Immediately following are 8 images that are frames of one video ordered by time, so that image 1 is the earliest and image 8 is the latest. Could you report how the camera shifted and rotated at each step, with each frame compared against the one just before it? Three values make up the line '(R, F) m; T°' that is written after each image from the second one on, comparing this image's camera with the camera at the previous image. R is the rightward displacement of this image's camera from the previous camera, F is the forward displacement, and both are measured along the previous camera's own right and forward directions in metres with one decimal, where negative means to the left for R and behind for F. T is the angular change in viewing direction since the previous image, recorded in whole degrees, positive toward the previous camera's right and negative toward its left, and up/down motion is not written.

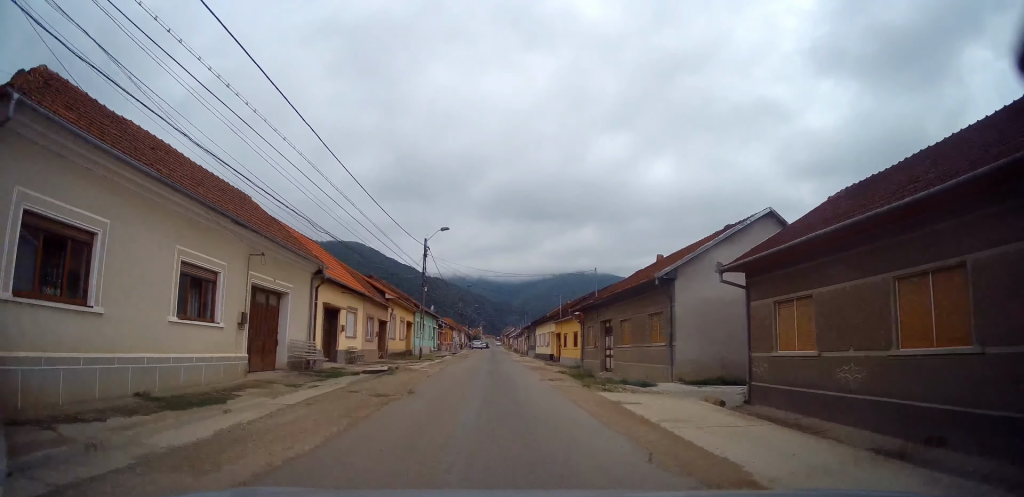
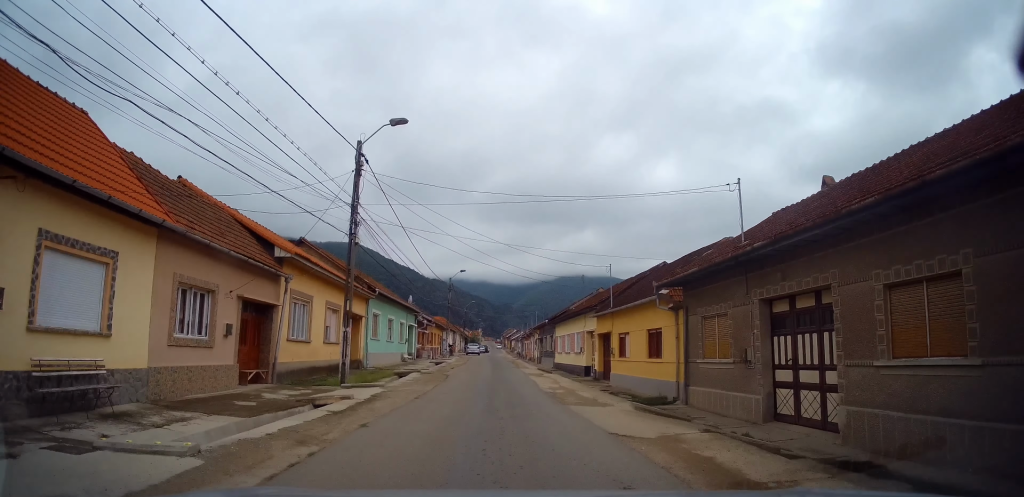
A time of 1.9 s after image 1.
(-0.3, +18.8) m; 0°
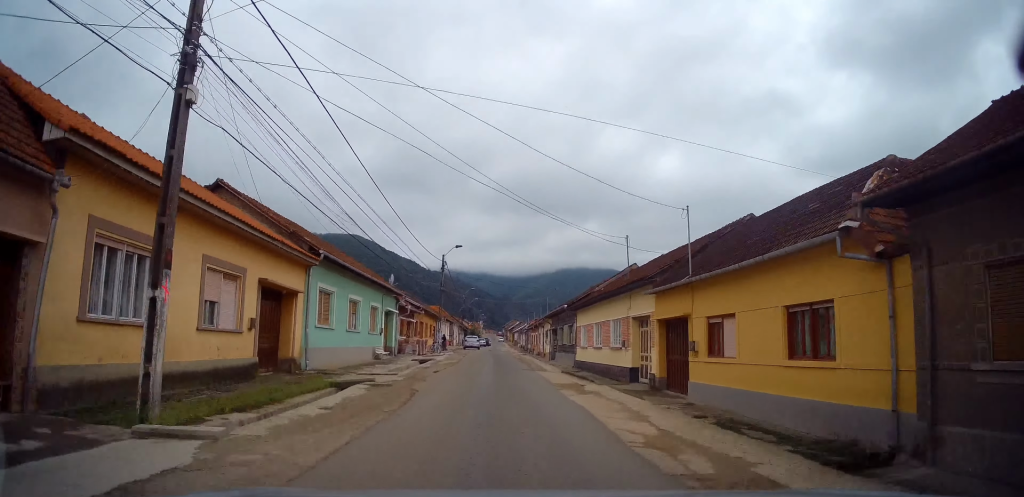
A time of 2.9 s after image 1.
(+0.1, +10.7) m; -1°
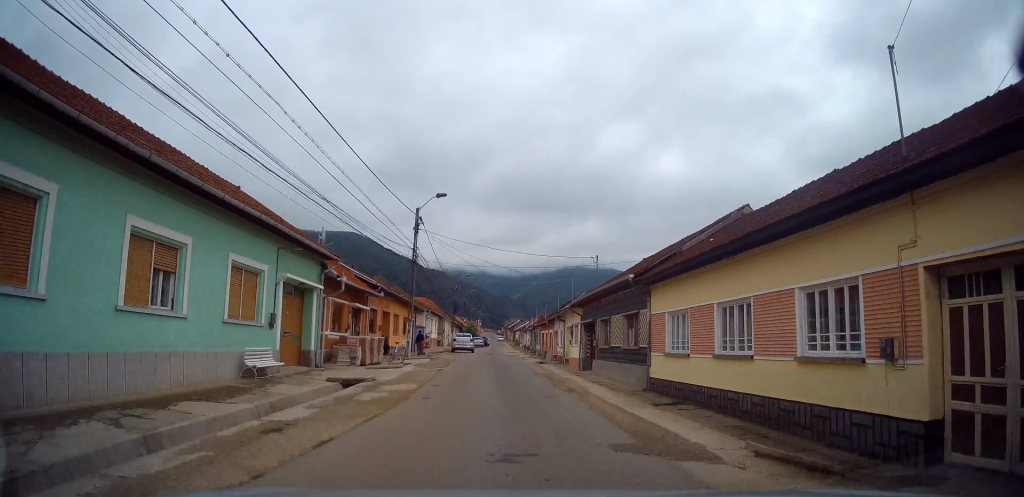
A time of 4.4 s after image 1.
(-0.4, +16.7) m; -1°
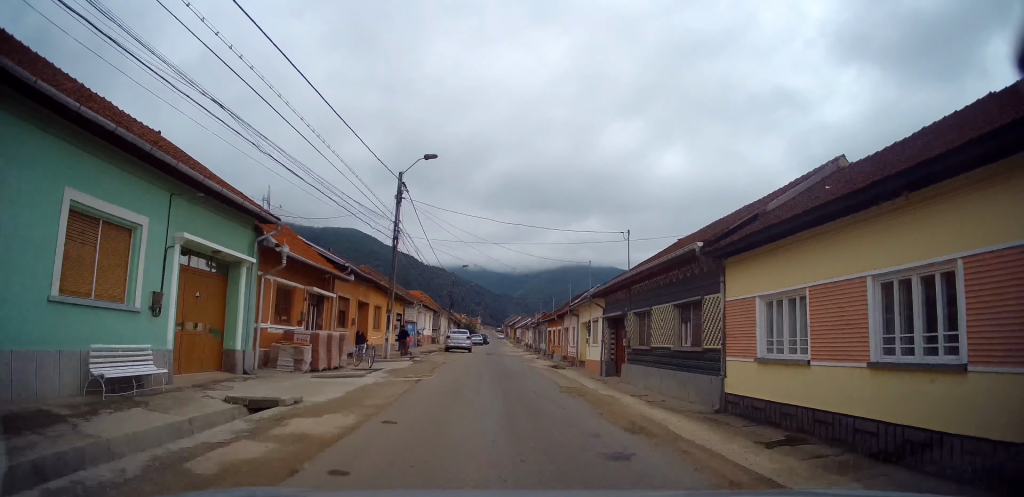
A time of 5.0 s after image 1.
(0.0, +6.2) m; +2°
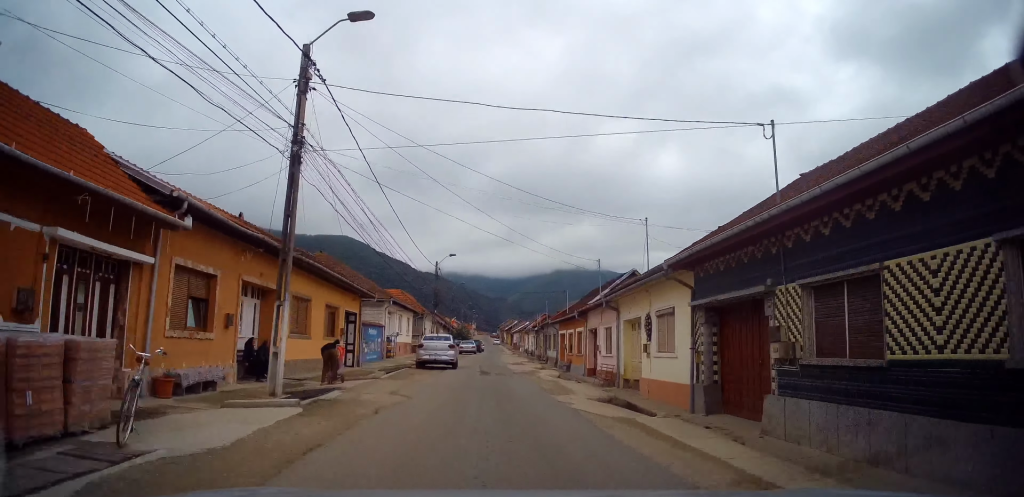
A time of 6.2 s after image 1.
(+0.6, +12.0) m; +1°
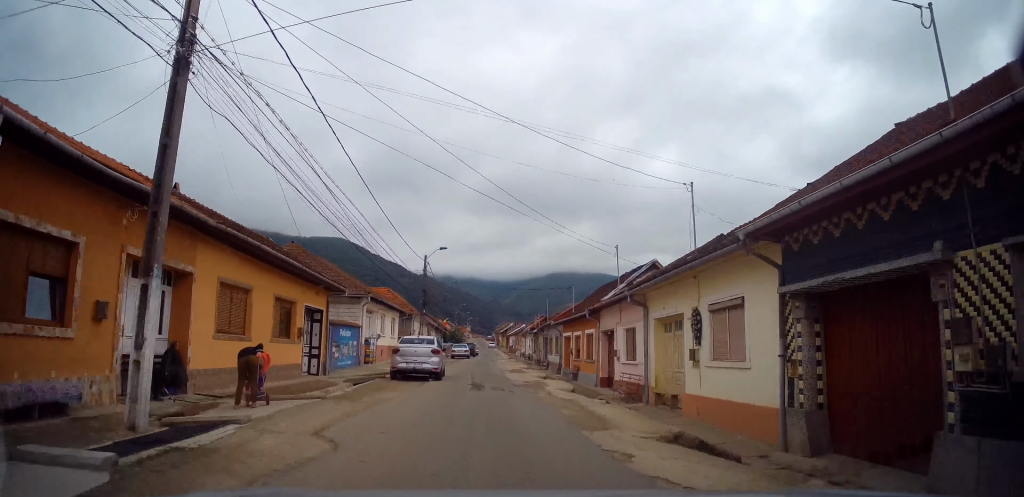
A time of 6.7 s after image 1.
(-0.3, +4.7) m; -1°
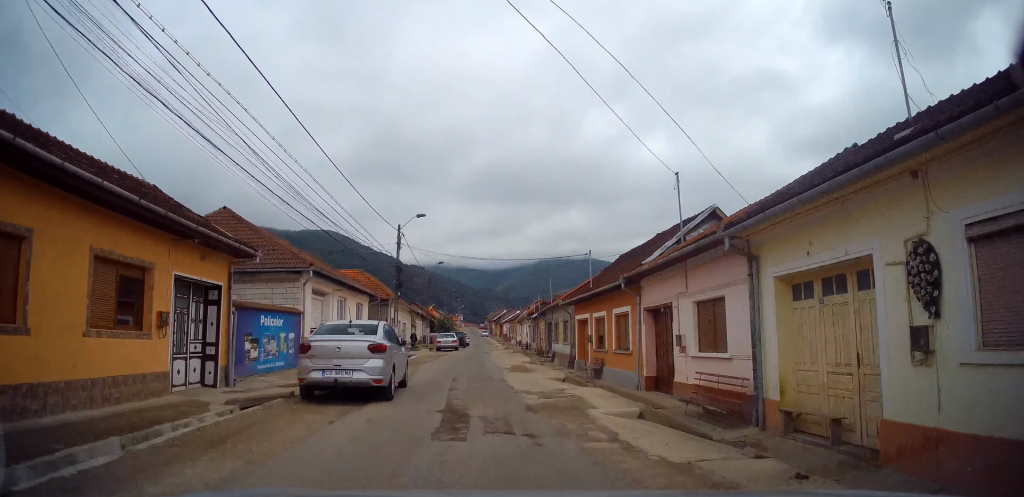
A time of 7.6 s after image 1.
(-0.2, +8.3) m; -1°
